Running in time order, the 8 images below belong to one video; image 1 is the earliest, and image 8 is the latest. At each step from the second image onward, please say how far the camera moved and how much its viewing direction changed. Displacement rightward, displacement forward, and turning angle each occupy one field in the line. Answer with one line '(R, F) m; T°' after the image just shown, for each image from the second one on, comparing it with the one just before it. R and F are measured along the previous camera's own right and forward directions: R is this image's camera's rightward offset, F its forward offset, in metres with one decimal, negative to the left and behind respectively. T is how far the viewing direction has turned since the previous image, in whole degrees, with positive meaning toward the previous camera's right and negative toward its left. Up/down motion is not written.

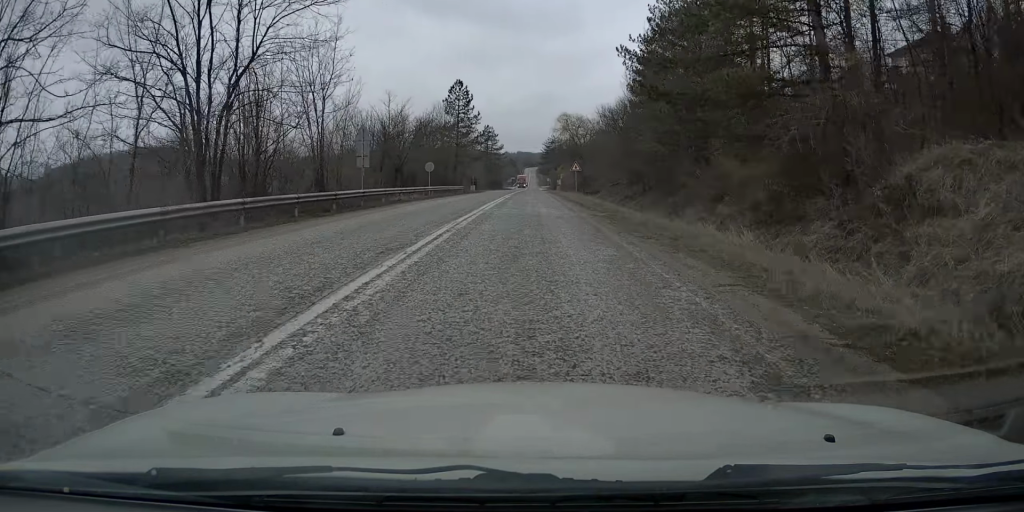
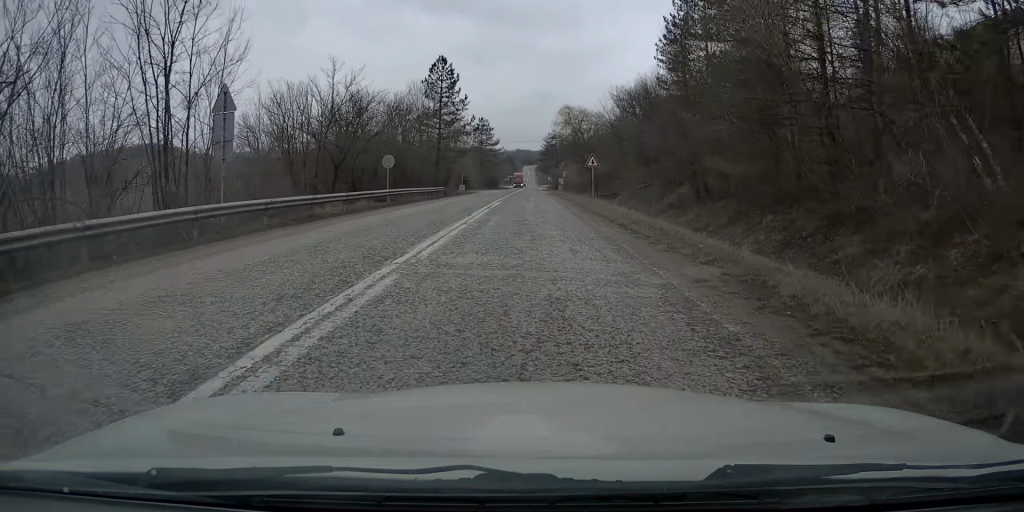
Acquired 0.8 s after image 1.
(+0.1, +13.9) m; +1°
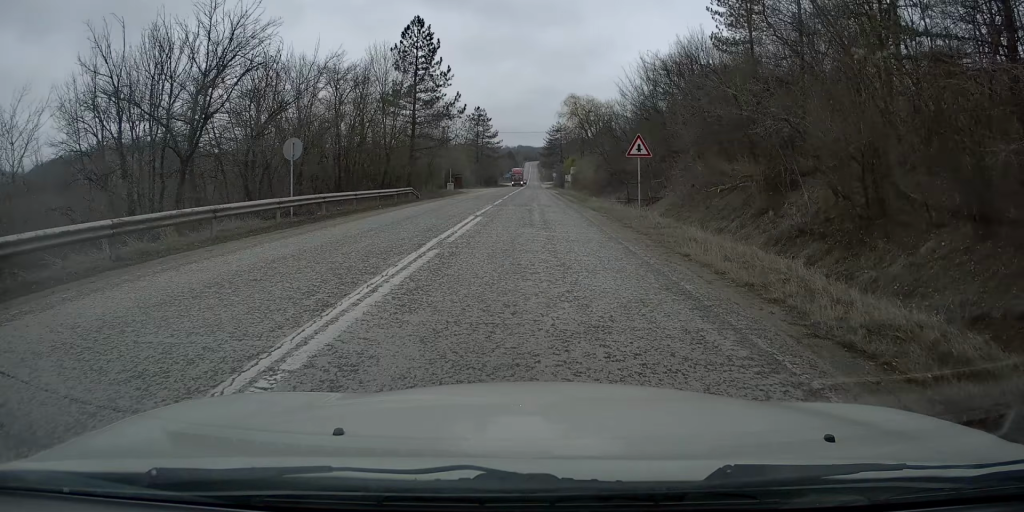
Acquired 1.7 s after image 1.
(+0.2, +14.5) m; +1°
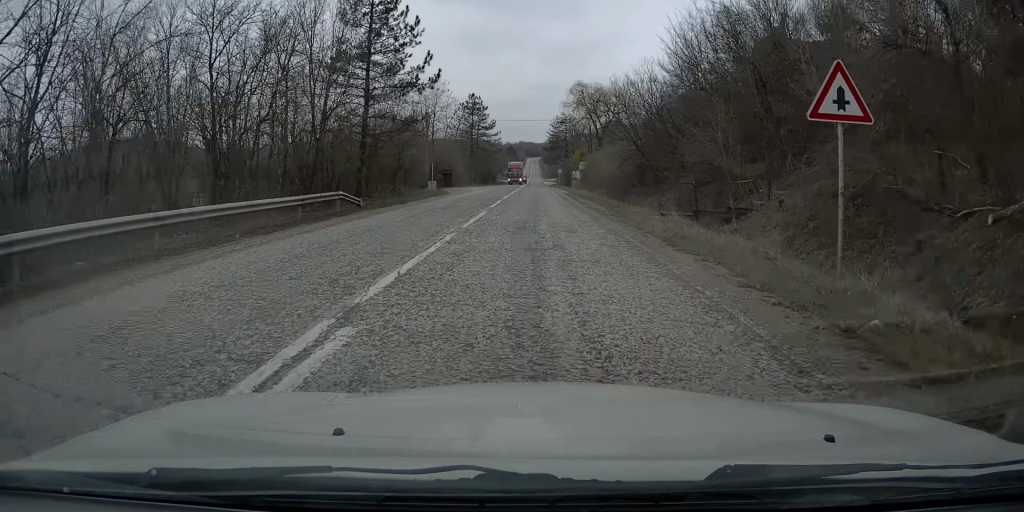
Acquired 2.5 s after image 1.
(0.0, +13.9) m; 0°
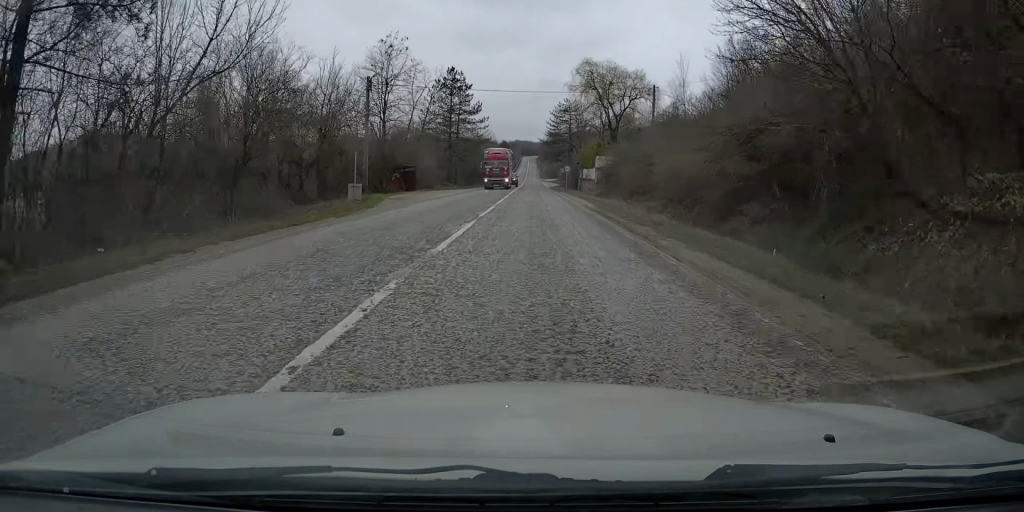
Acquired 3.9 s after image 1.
(-0.1, +23.6) m; 0°
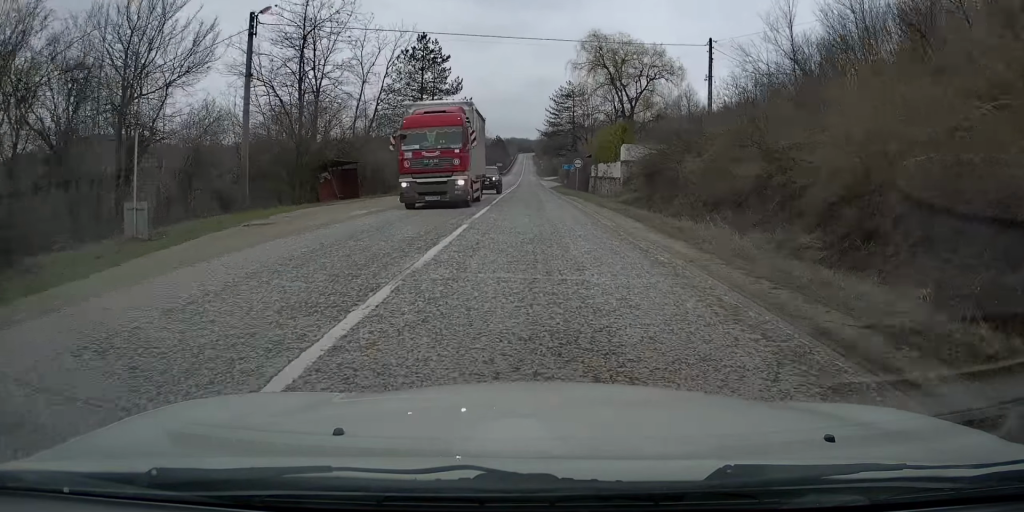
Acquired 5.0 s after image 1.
(0.0, +18.2) m; 0°
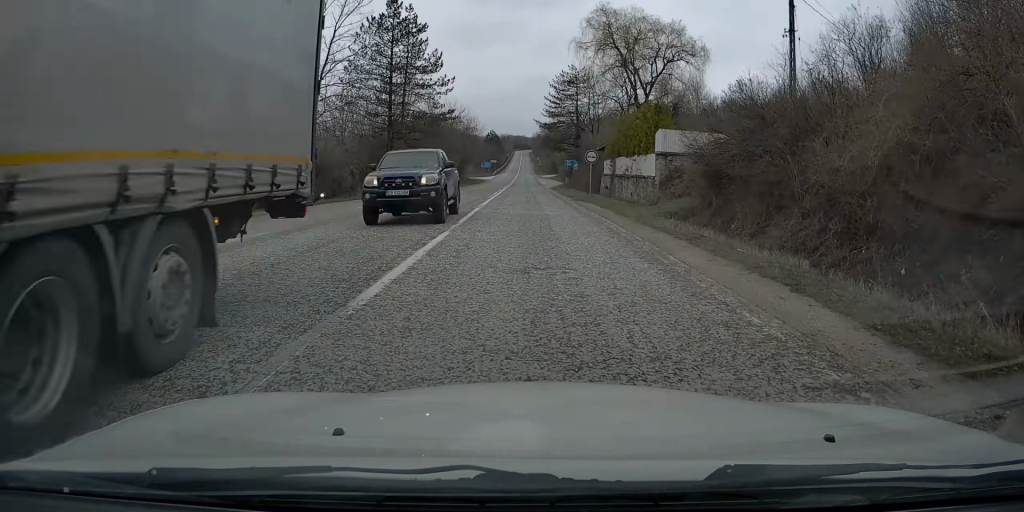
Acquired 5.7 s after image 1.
(0.0, +12.1) m; 0°
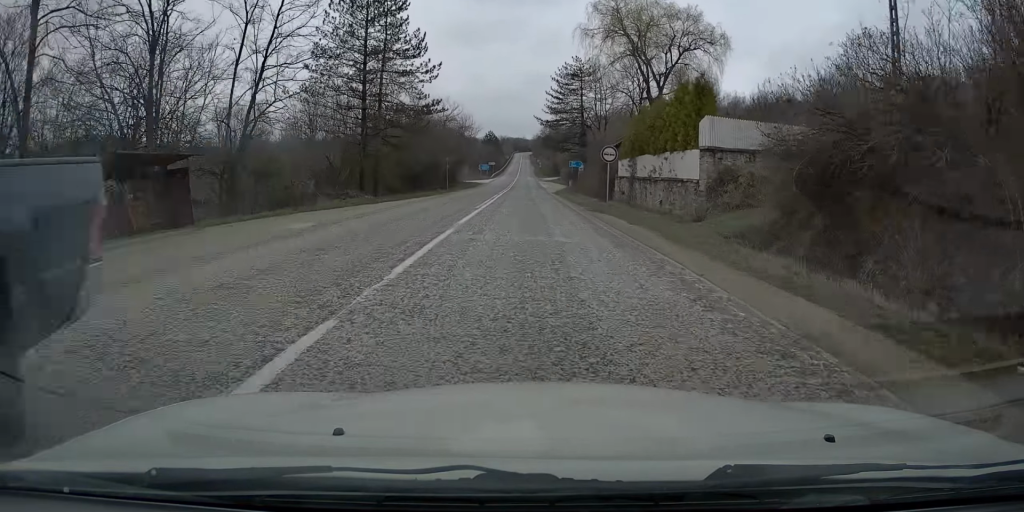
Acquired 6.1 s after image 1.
(0.0, +7.5) m; 0°
